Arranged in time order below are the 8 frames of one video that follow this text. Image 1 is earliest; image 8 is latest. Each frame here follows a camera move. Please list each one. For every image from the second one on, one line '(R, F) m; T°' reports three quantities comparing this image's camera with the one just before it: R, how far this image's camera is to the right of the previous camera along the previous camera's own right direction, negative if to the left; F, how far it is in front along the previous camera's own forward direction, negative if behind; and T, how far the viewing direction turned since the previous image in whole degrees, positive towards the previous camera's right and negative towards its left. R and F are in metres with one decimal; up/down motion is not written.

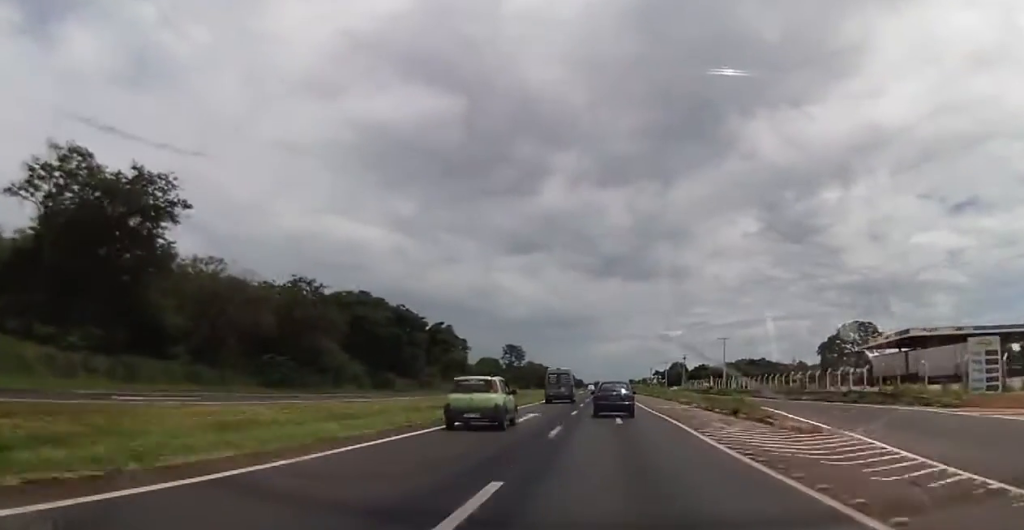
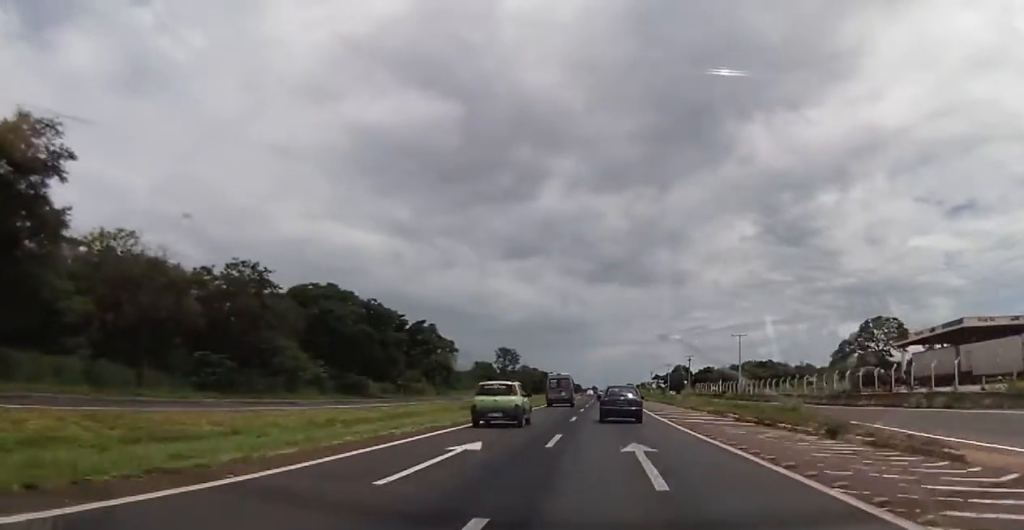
(0.0, +14.2) m; -1°
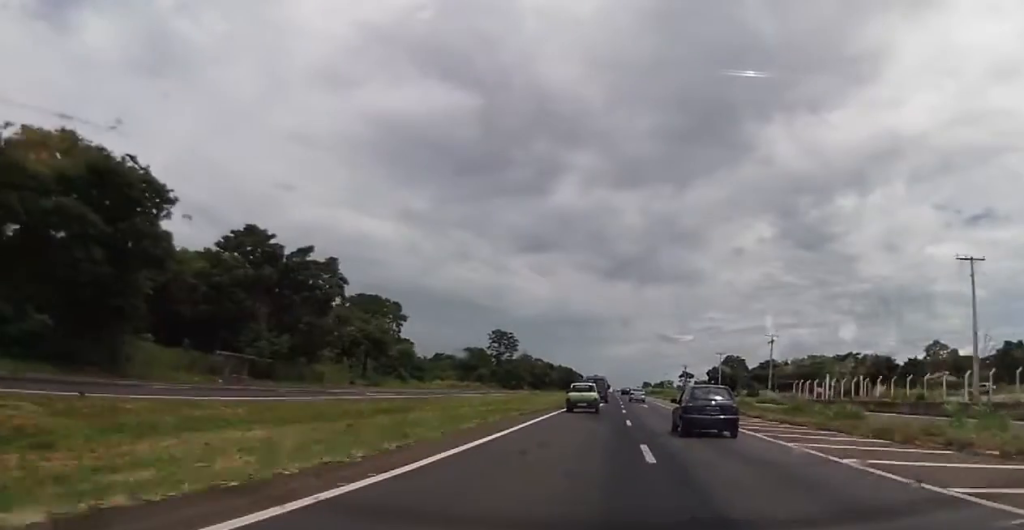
(-0.6, +63.0) m; 0°
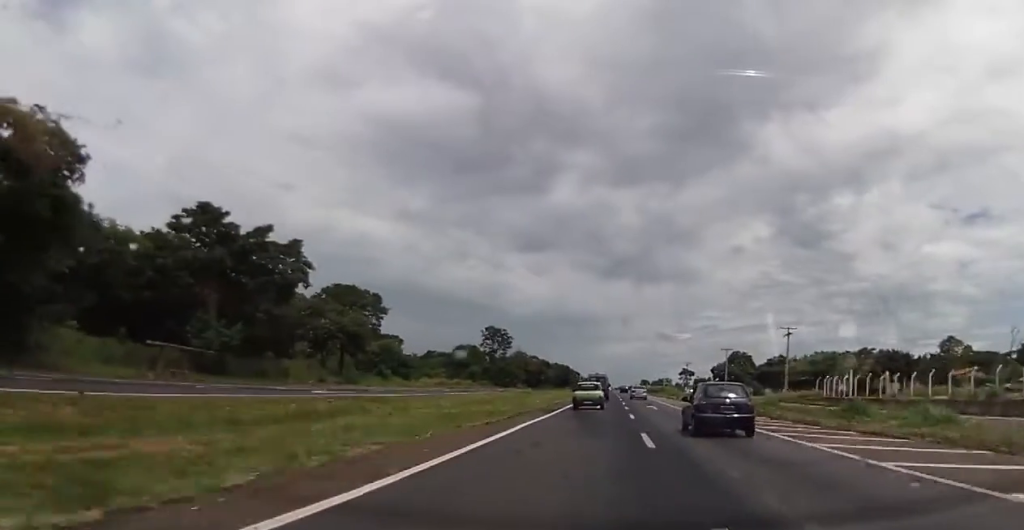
(-0.1, +9.7) m; 0°
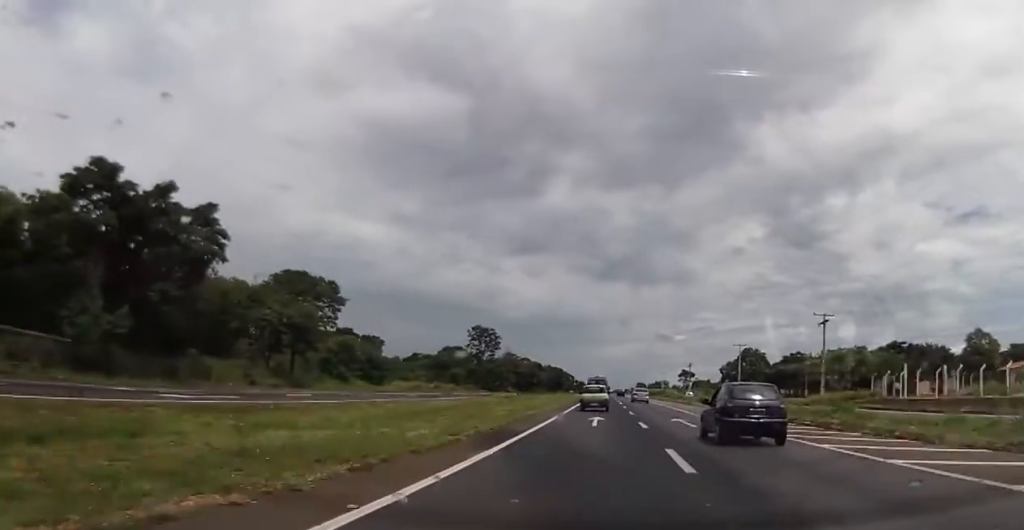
(-0.1, +16.3) m; 0°
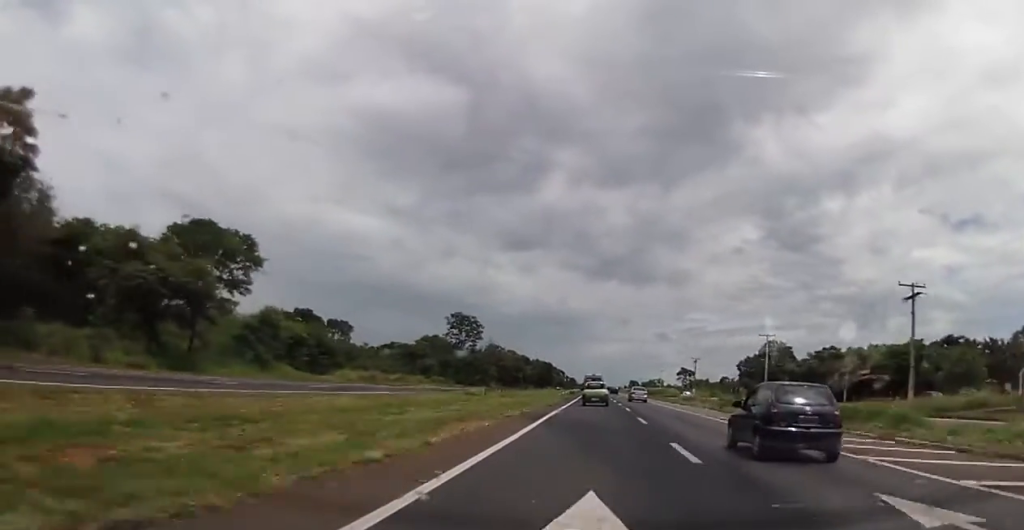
(0.0, +23.0) m; +1°
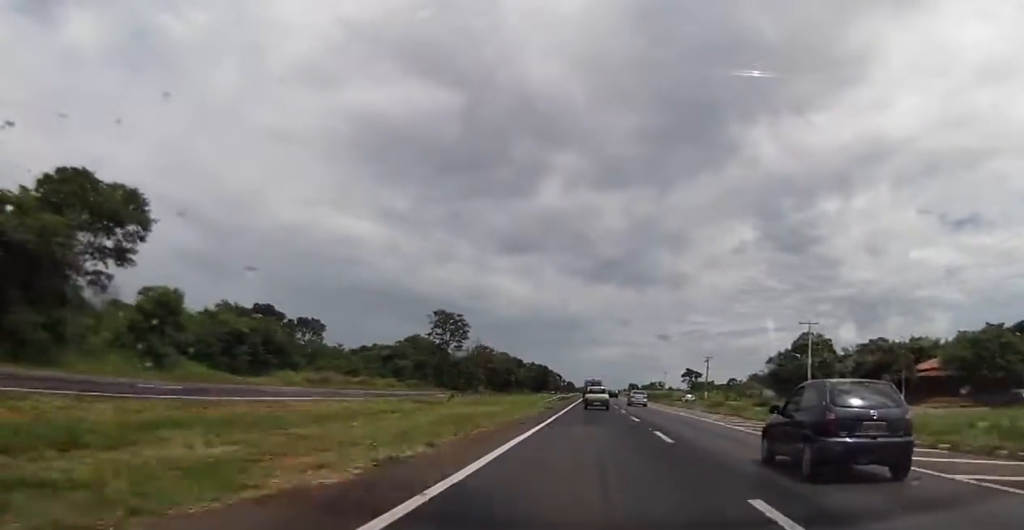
(+0.3, +19.9) m; 0°
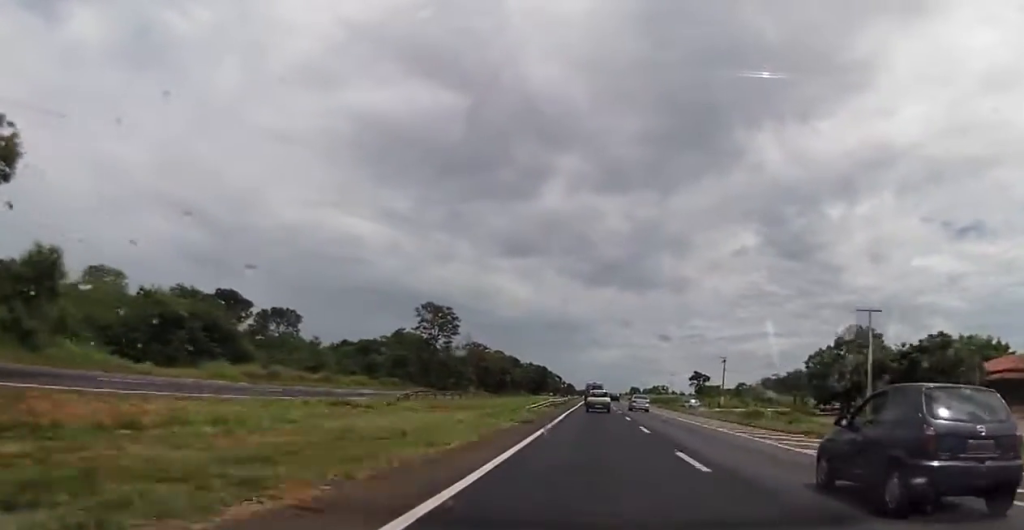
(-0.3, +16.6) m; 0°
